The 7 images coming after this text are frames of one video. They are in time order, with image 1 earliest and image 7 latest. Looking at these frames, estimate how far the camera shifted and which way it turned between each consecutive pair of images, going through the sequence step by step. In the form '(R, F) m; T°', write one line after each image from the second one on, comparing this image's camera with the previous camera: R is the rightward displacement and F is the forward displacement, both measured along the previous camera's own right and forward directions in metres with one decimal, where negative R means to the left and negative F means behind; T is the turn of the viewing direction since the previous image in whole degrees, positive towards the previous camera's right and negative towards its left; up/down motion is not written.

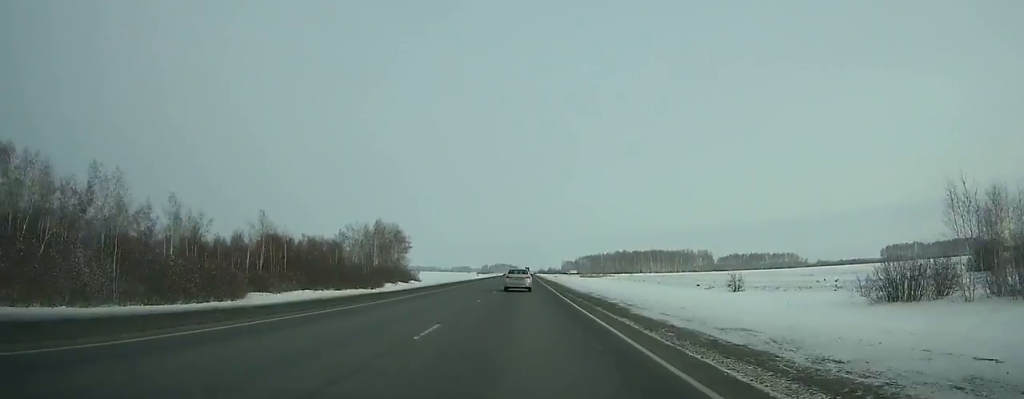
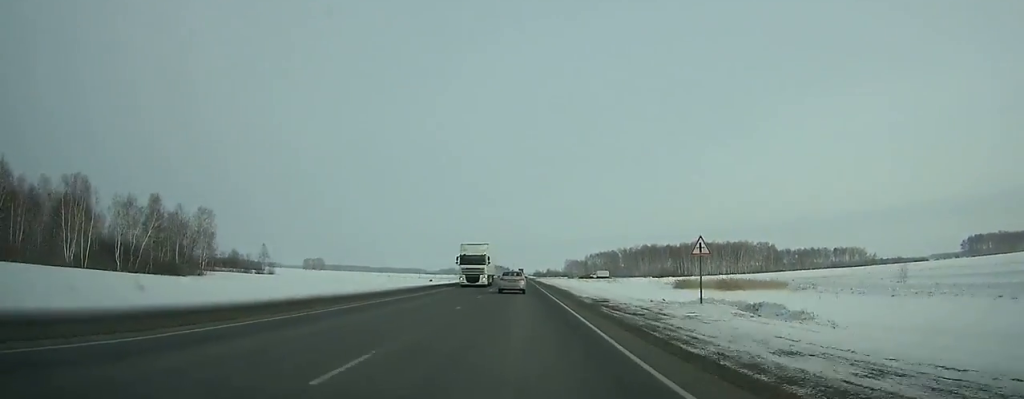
(+0.8, +160.7) m; +1°
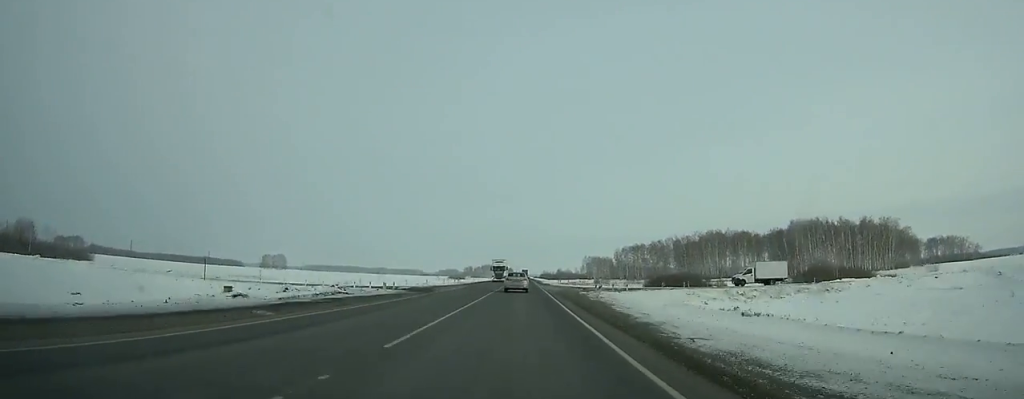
(-0.2, +138.1) m; 0°
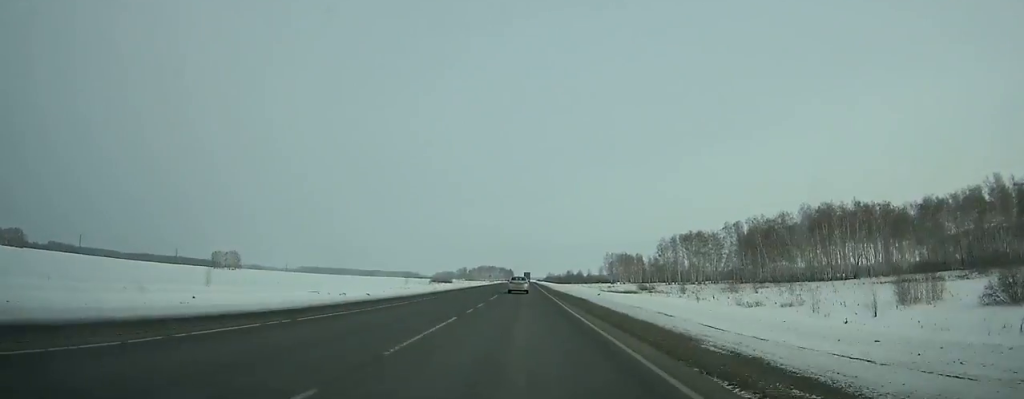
(+0.1, +112.7) m; 0°
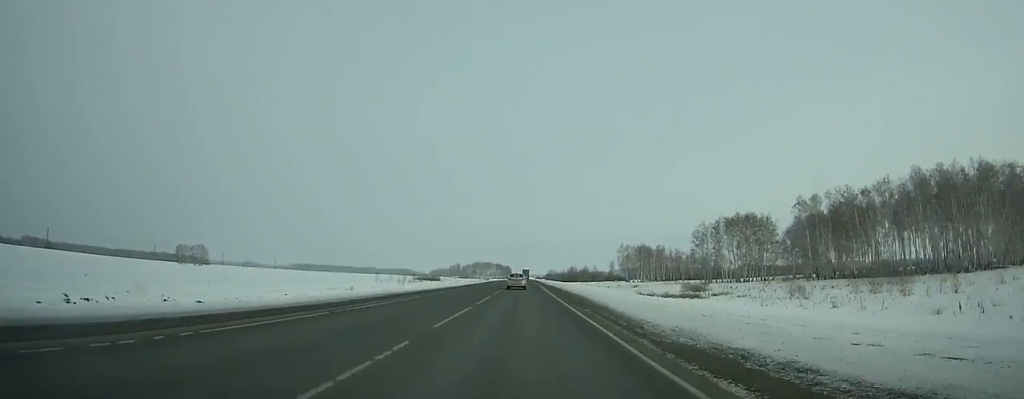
(0.0, +55.7) m; 0°
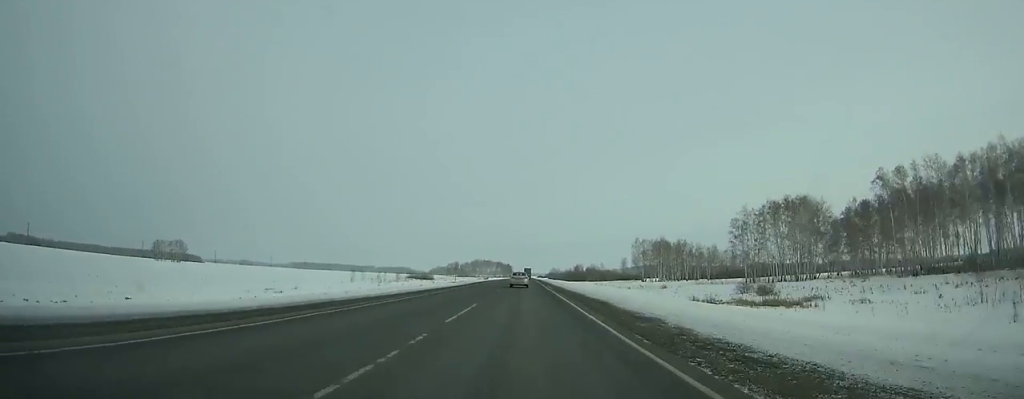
(0.0, +34.9) m; 0°
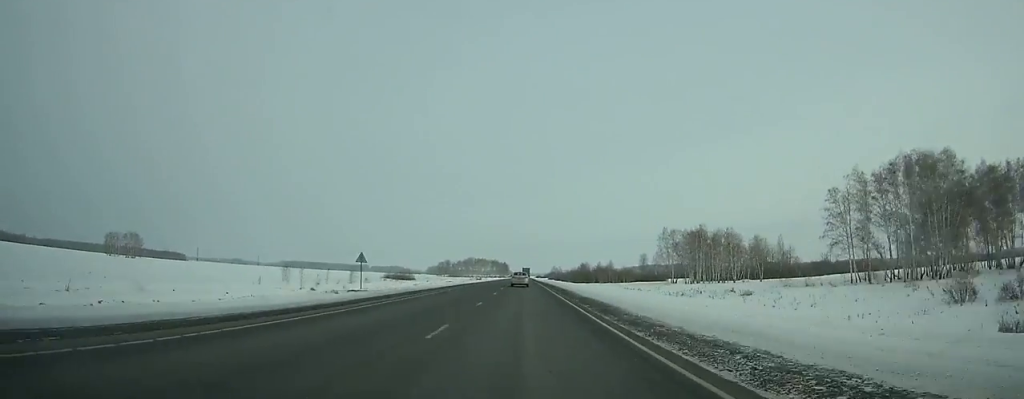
(0.0, +54.0) m; 0°
